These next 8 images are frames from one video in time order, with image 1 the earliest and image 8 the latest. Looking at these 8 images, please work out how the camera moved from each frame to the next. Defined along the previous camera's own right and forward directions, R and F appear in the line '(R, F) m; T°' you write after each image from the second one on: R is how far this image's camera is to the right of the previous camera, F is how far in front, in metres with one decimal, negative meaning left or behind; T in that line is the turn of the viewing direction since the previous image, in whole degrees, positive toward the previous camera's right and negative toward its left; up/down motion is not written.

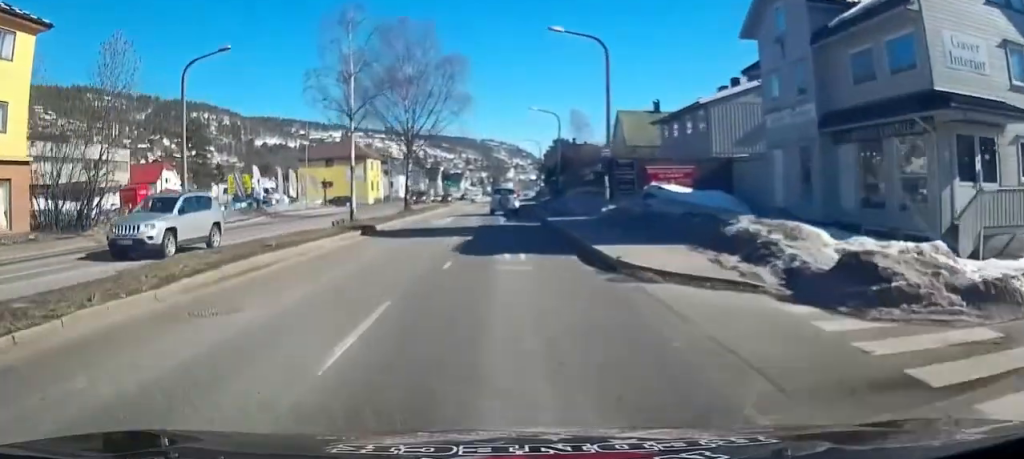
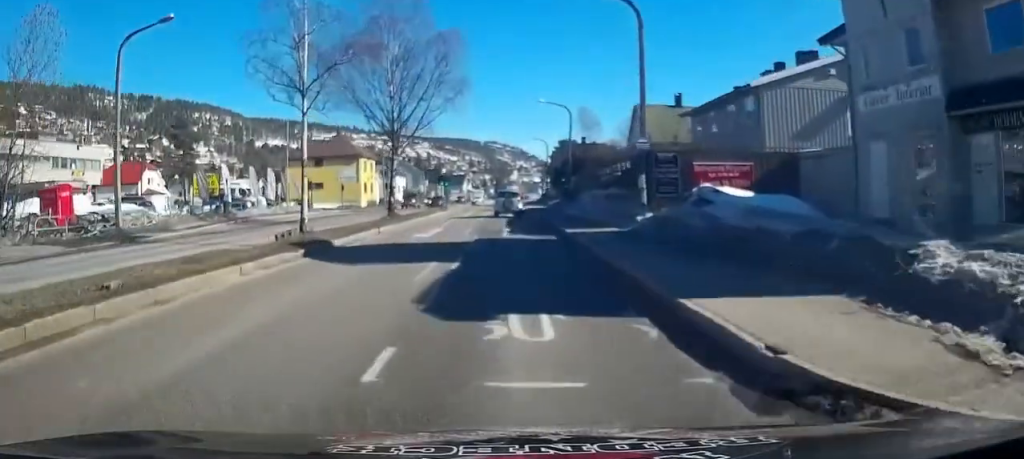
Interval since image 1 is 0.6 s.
(-0.2, +6.9) m; -3°
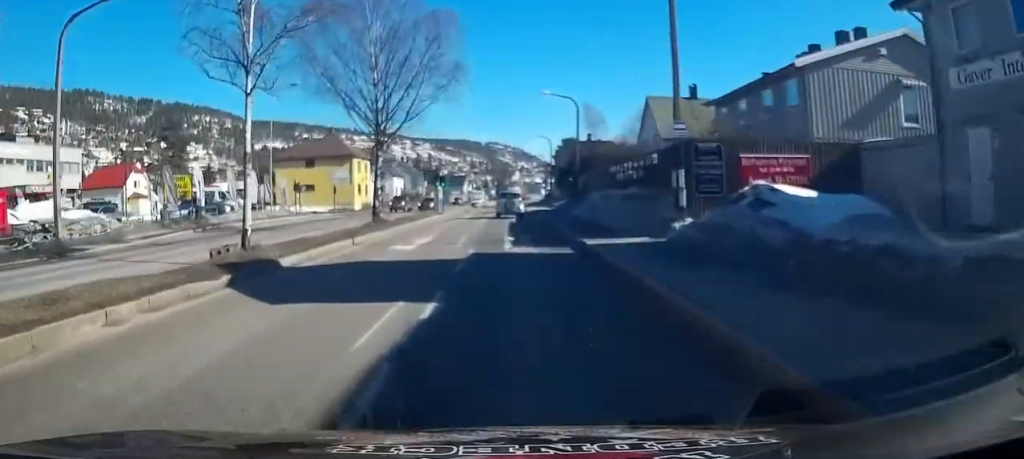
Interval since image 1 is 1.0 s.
(-0.1, +4.6) m; -1°
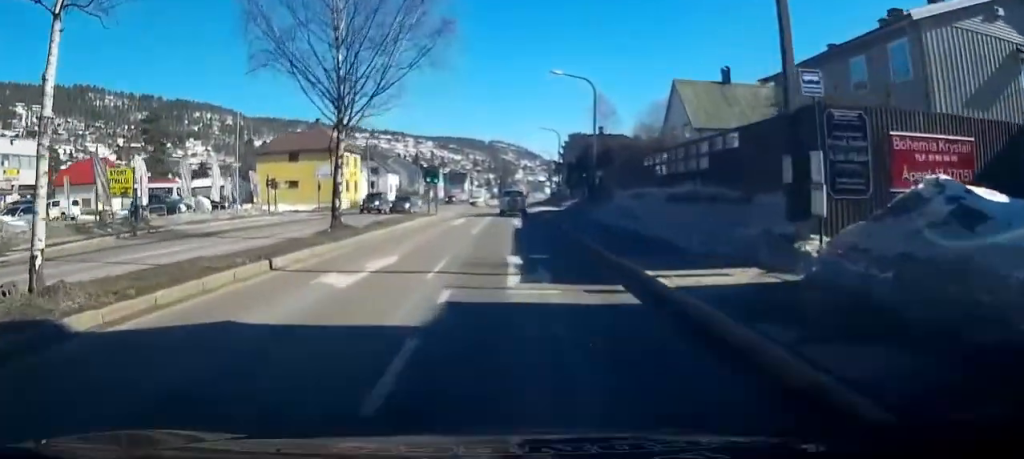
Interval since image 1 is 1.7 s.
(-0.3, +7.6) m; 0°
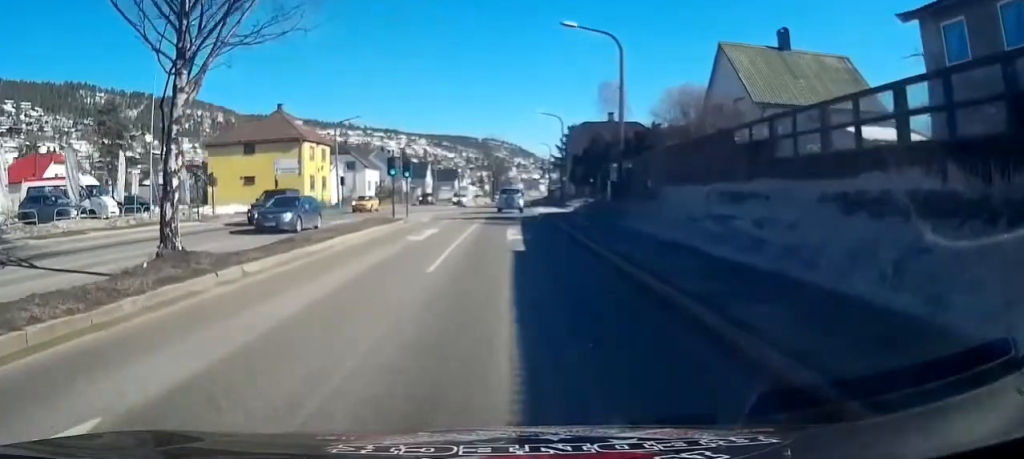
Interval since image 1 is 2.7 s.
(+0.4, +11.4) m; +2°
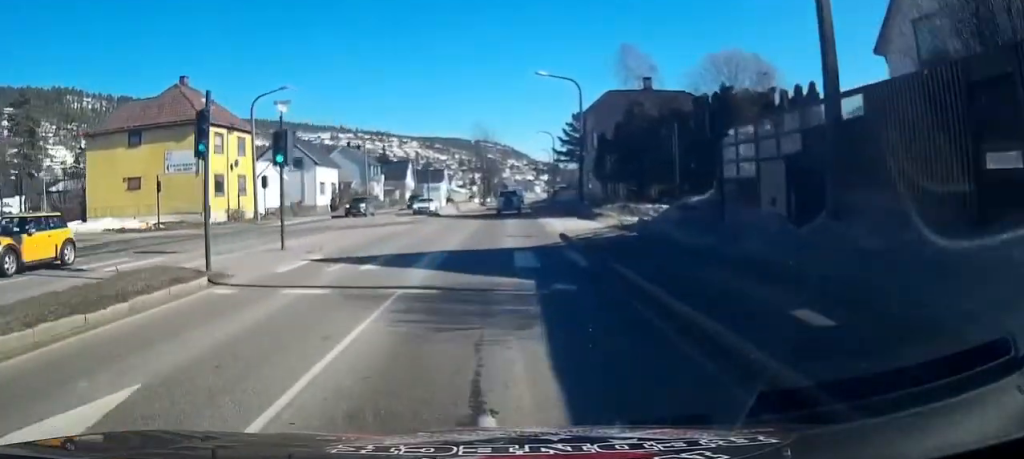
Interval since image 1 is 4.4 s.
(-0.5, +19.8) m; -2°
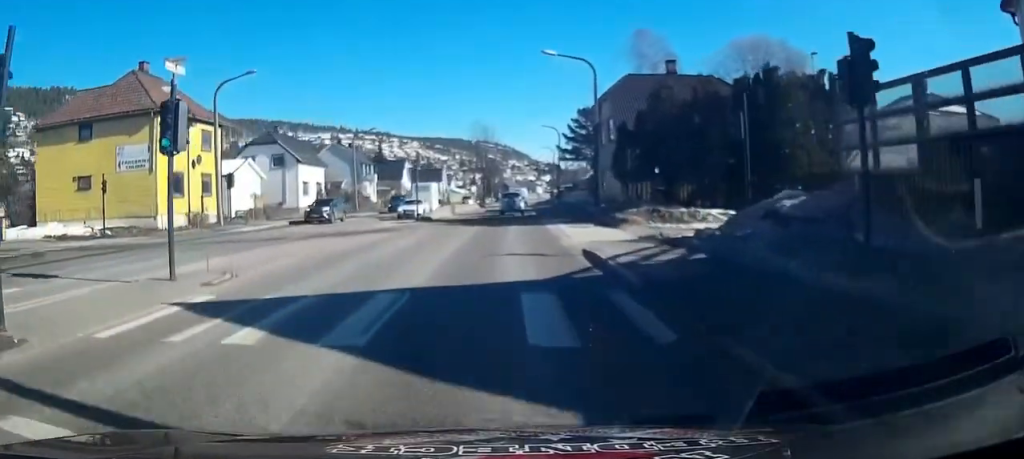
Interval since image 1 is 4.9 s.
(-0.1, +6.1) m; 0°
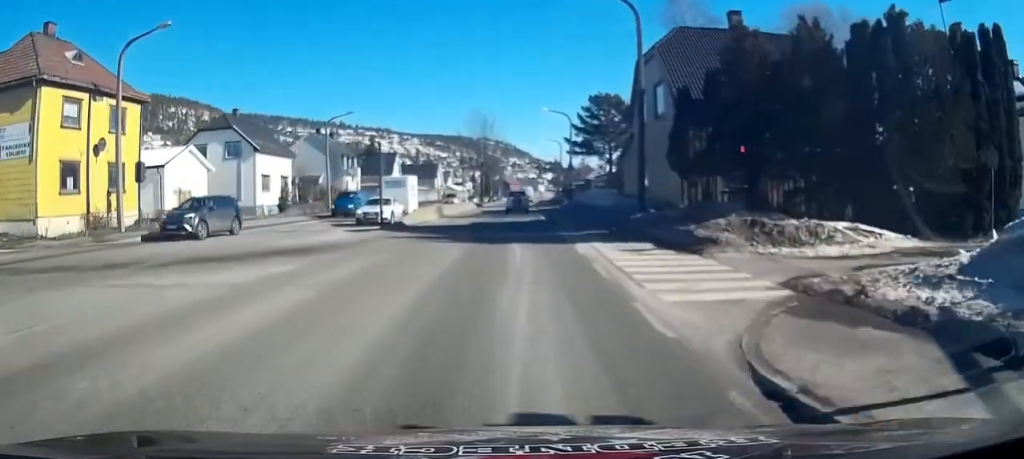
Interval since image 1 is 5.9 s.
(+0.4, +10.9) m; +2°
